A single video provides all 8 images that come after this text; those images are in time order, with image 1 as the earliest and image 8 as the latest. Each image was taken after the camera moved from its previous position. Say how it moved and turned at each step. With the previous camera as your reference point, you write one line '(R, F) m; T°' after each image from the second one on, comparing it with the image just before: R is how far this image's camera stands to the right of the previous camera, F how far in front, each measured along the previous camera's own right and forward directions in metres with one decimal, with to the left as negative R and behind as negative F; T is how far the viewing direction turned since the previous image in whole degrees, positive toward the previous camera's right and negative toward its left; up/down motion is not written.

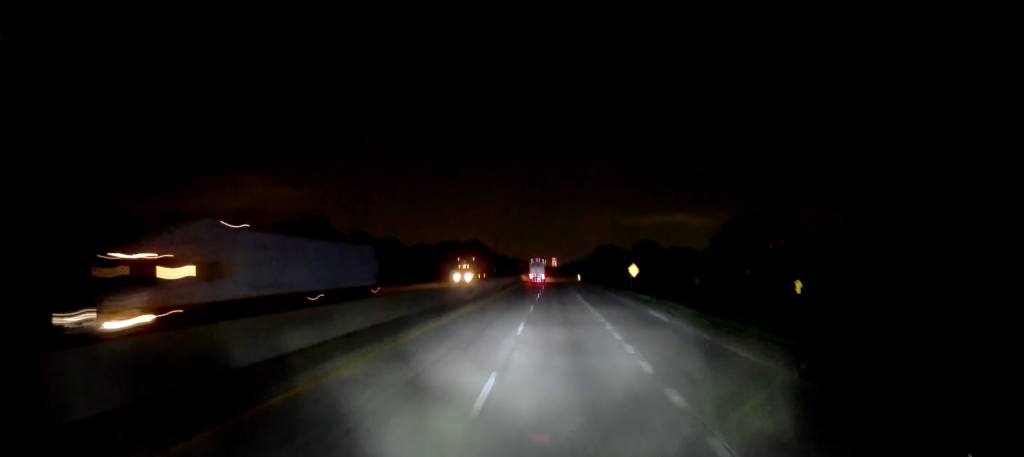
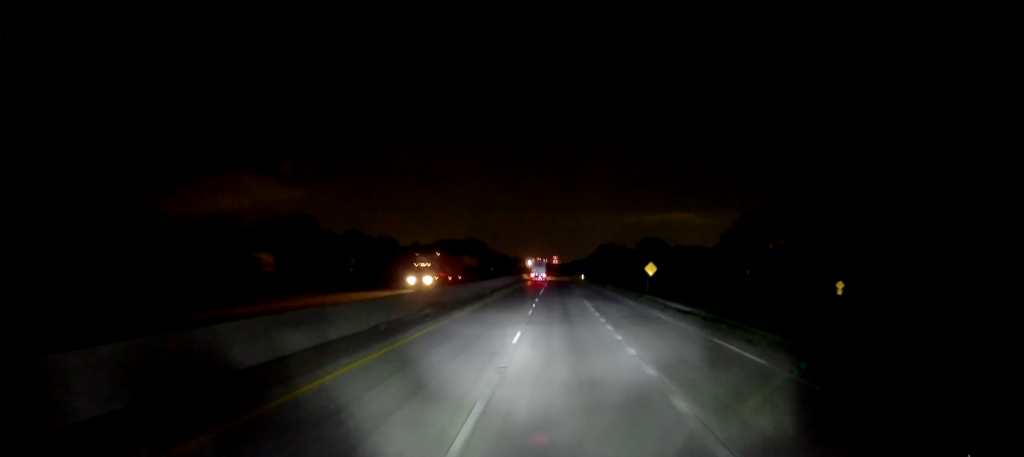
(+0.1, +15.0) m; 0°
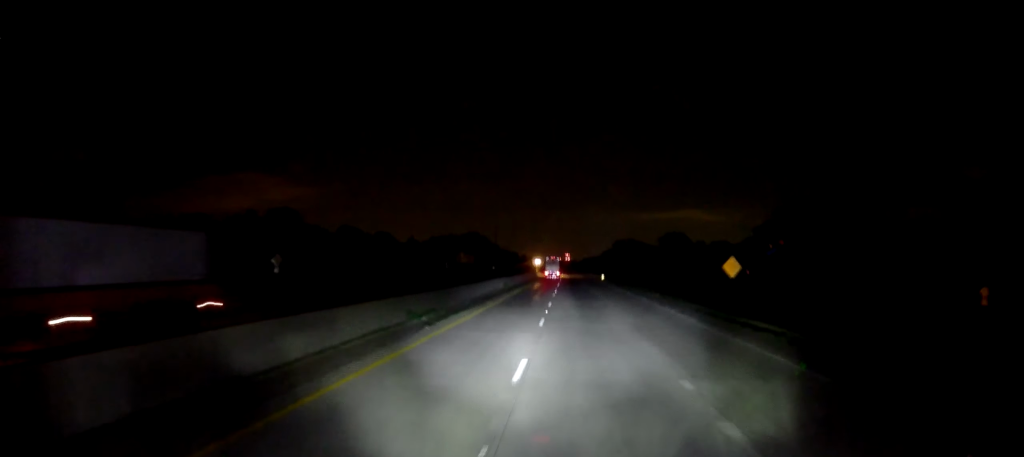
(0.0, +31.0) m; 0°
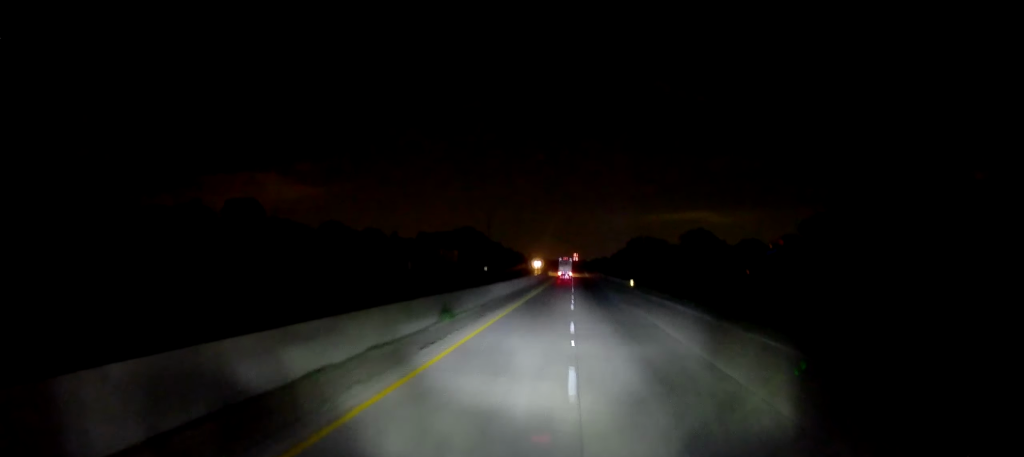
(-0.5, +37.3) m; -2°
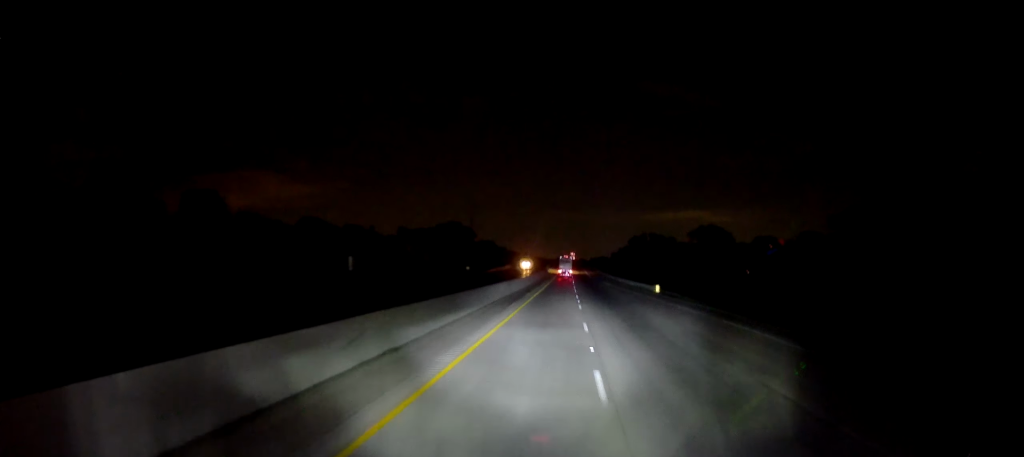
(-0.3, +24.4) m; 0°
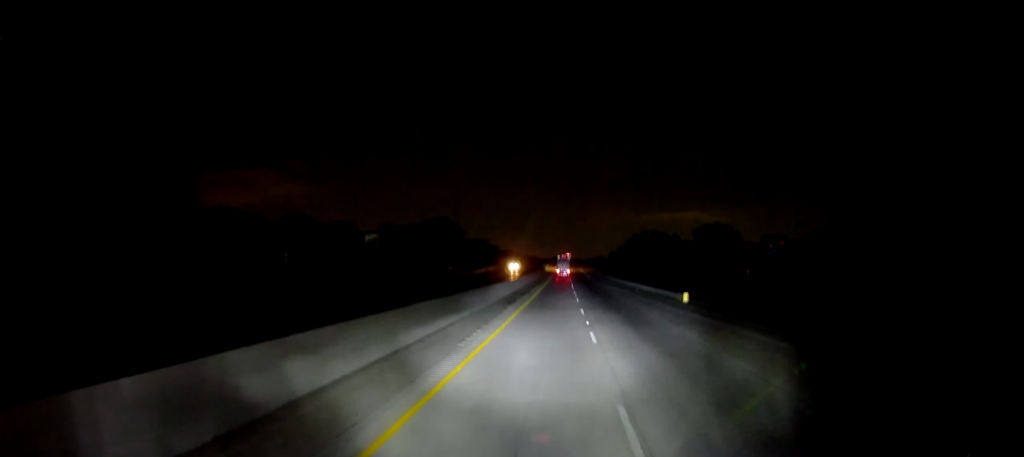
(-0.1, +15.1) m; +1°
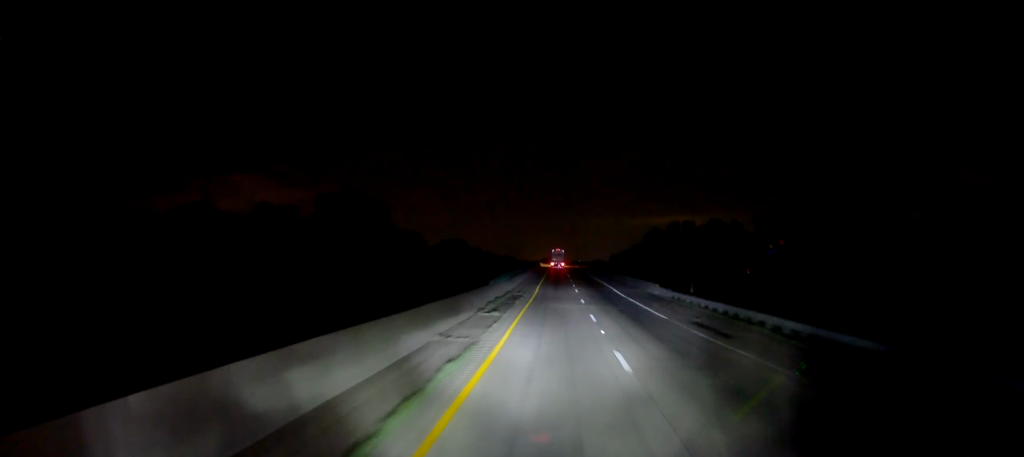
(+0.9, +77.8) m; 0°
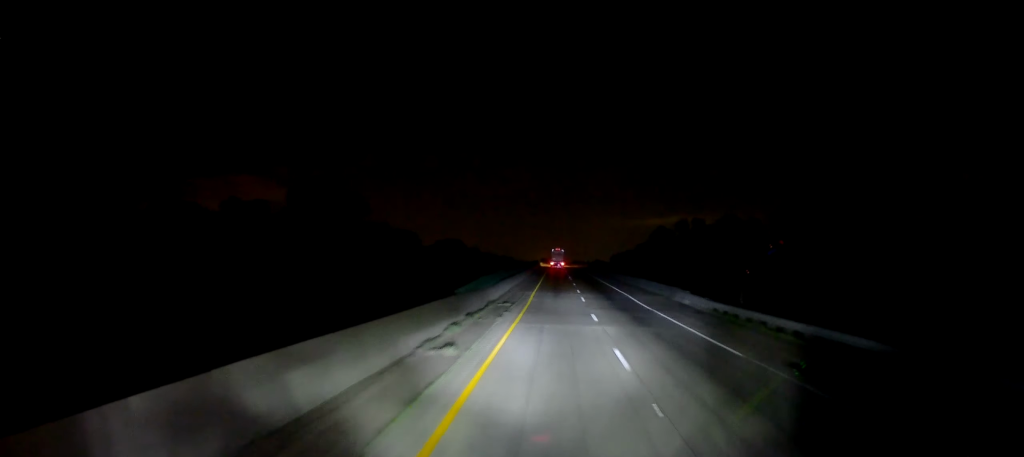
(0.0, +12.3) m; 0°
